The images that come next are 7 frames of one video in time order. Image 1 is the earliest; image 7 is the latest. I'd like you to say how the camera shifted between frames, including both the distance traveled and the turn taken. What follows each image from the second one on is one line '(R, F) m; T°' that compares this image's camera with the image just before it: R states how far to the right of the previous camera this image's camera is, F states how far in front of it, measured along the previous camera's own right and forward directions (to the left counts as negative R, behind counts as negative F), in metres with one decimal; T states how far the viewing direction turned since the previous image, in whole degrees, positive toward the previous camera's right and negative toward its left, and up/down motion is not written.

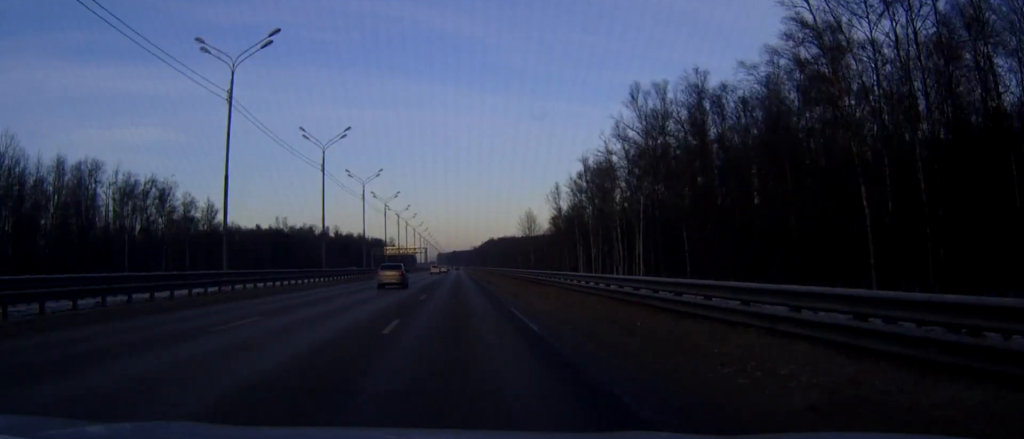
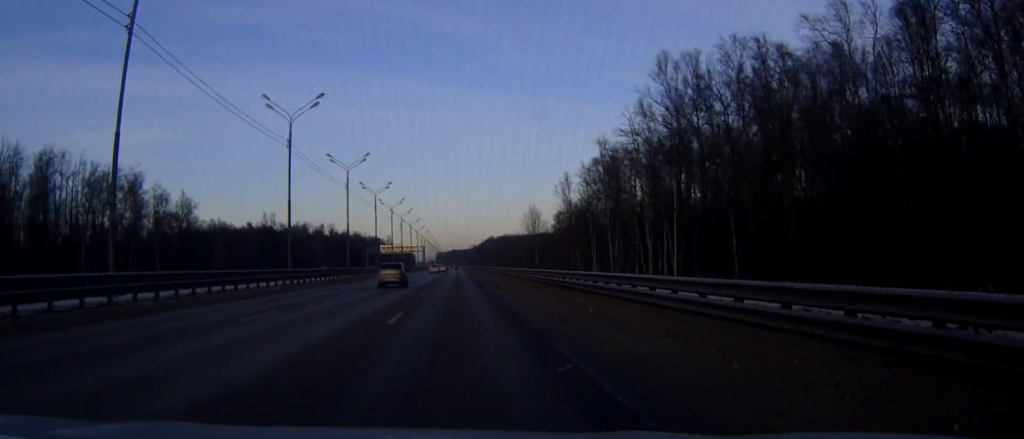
(0.0, +13.7) m; 0°
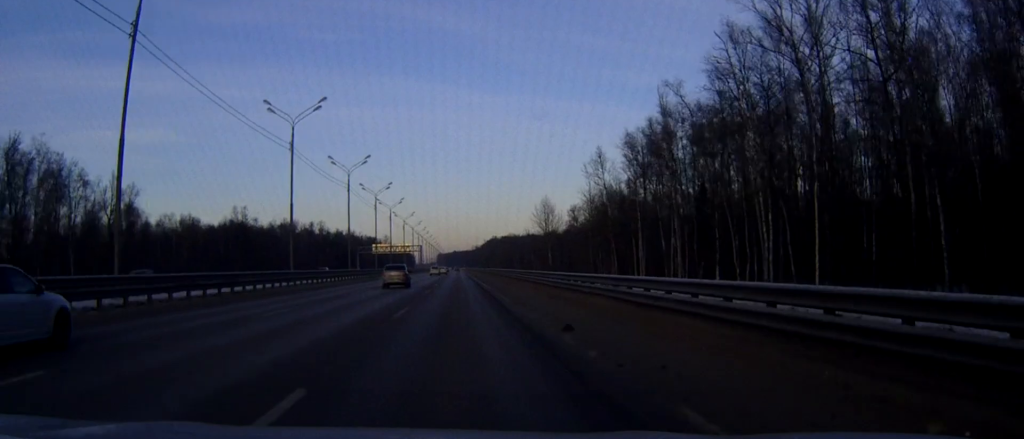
(0.0, +29.3) m; 0°
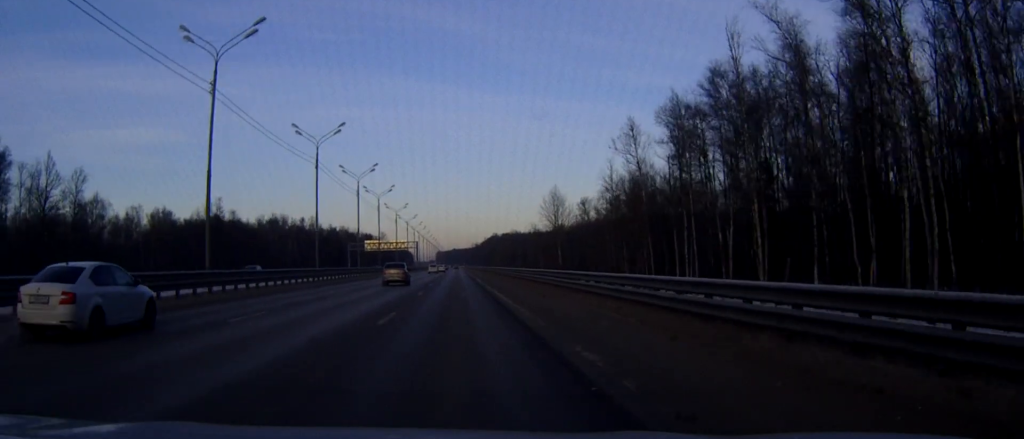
(0.0, +19.0) m; 0°
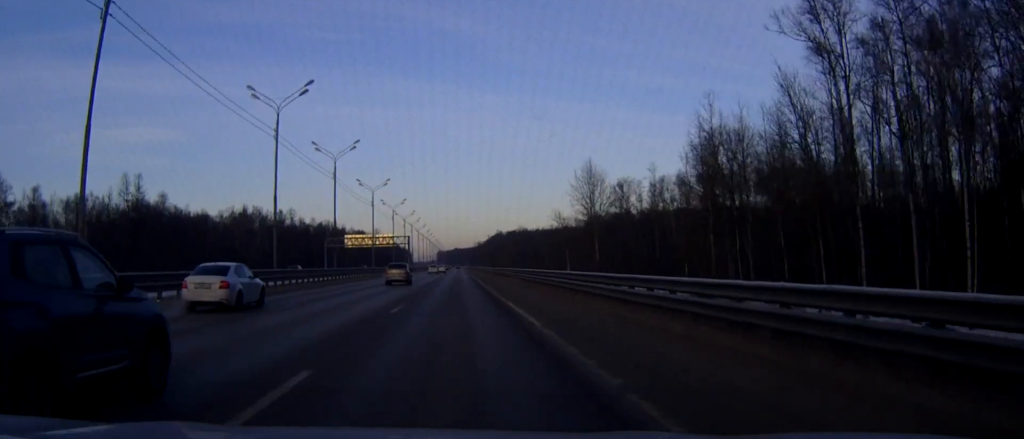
(-0.1, +43.6) m; 0°
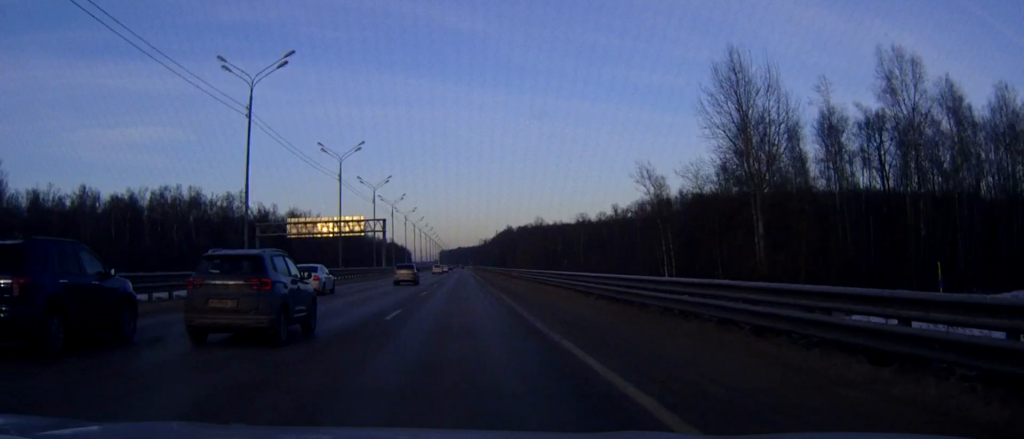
(-0.1, +67.3) m; 0°
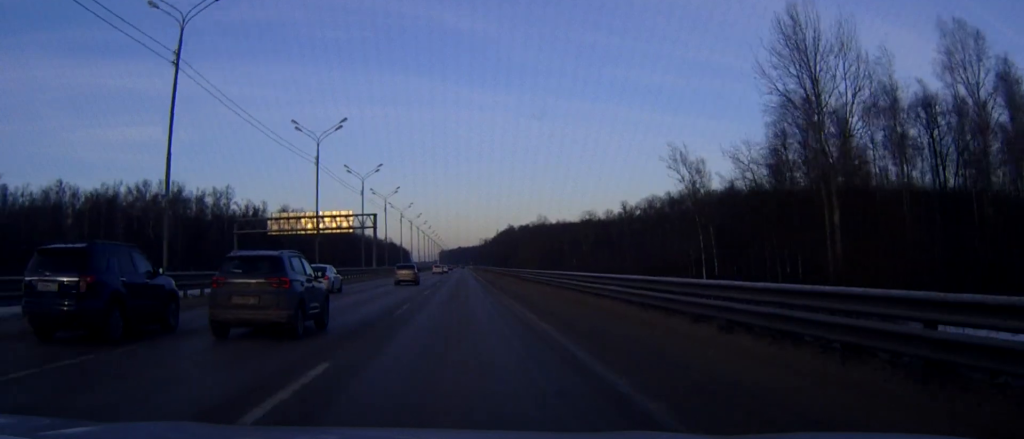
(0.0, +12.5) m; 0°
